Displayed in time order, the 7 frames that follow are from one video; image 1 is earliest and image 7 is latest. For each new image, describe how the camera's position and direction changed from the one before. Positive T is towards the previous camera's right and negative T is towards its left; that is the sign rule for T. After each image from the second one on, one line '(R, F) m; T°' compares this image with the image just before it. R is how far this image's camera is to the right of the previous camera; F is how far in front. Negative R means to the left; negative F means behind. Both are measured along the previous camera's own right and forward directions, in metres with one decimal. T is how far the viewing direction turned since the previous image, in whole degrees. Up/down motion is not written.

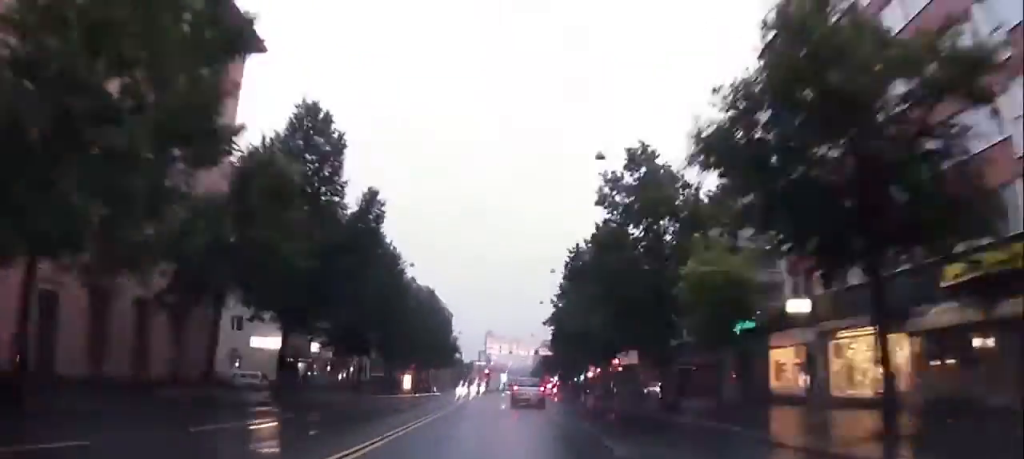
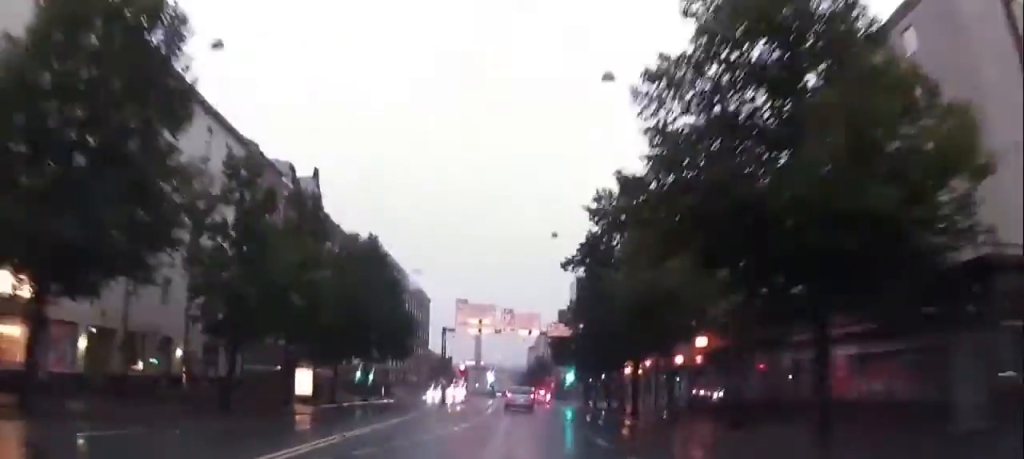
(+0.6, +40.3) m; 0°
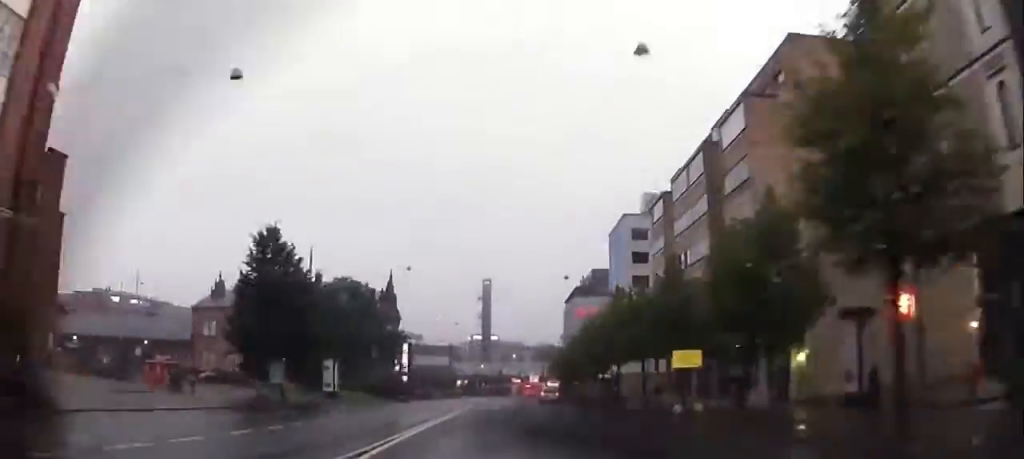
(-2.0, +151.5) m; -1°
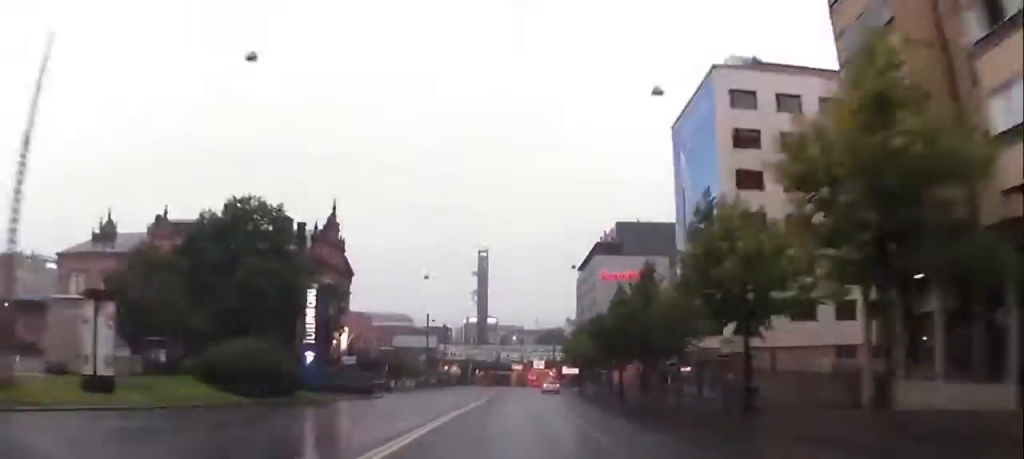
(-0.2, +39.0) m; 0°
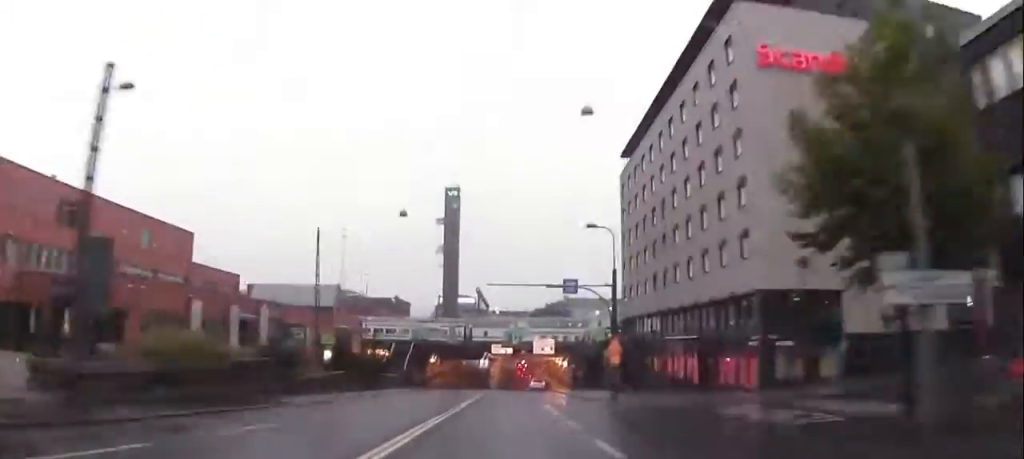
(+0.2, +77.2) m; +1°
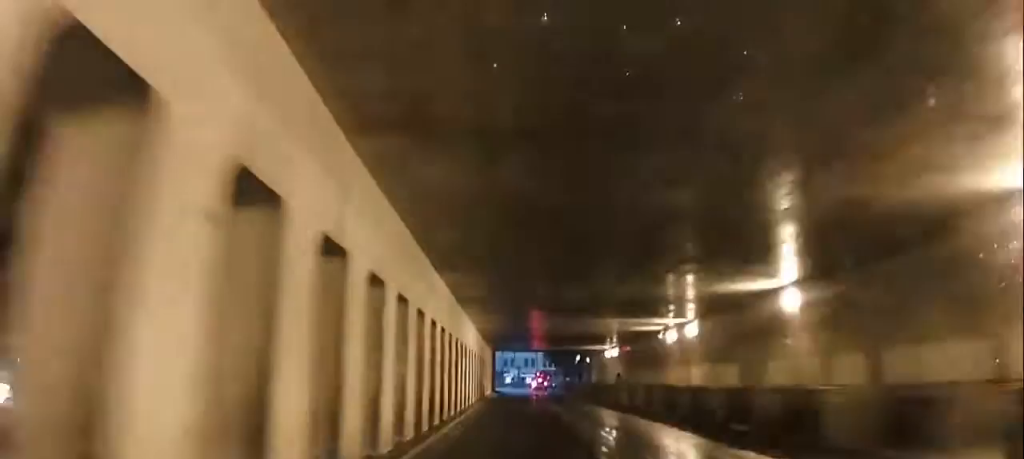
(+2.2, +105.6) m; -1°
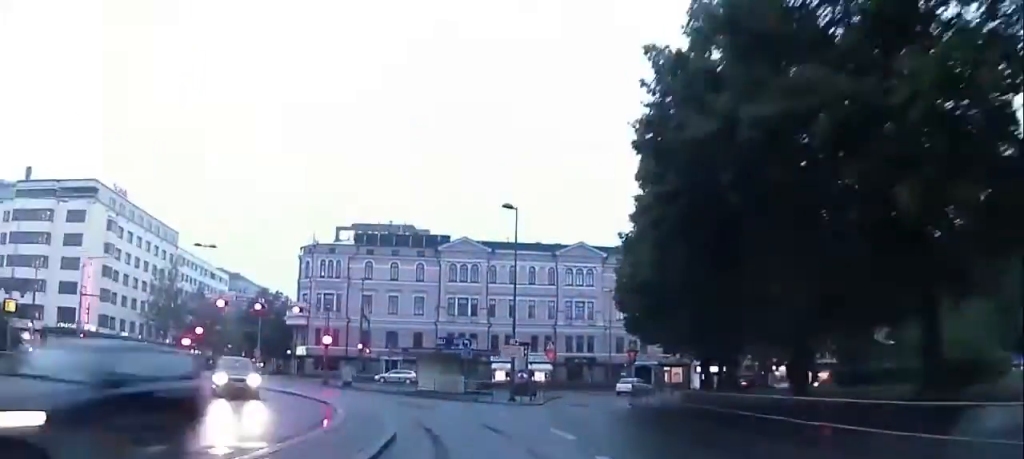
(-4.5, +58.6) m; -11°
